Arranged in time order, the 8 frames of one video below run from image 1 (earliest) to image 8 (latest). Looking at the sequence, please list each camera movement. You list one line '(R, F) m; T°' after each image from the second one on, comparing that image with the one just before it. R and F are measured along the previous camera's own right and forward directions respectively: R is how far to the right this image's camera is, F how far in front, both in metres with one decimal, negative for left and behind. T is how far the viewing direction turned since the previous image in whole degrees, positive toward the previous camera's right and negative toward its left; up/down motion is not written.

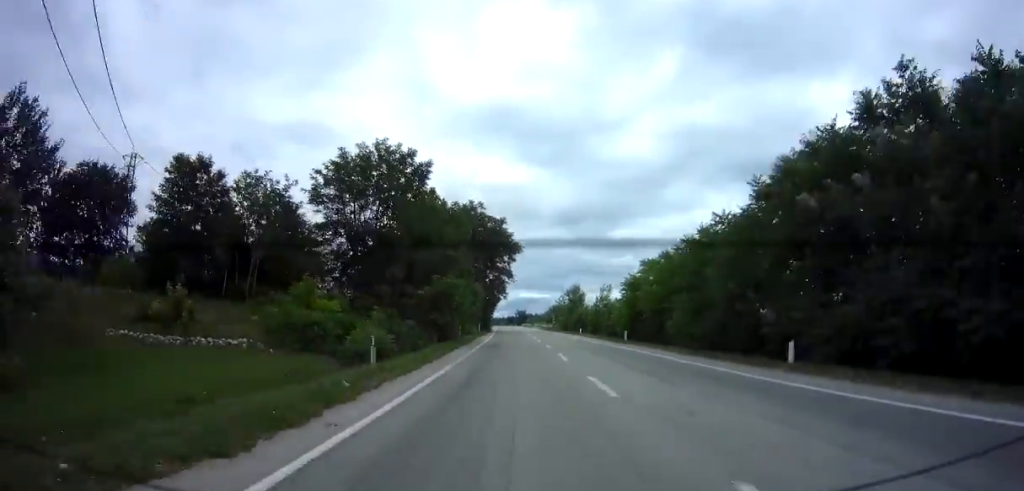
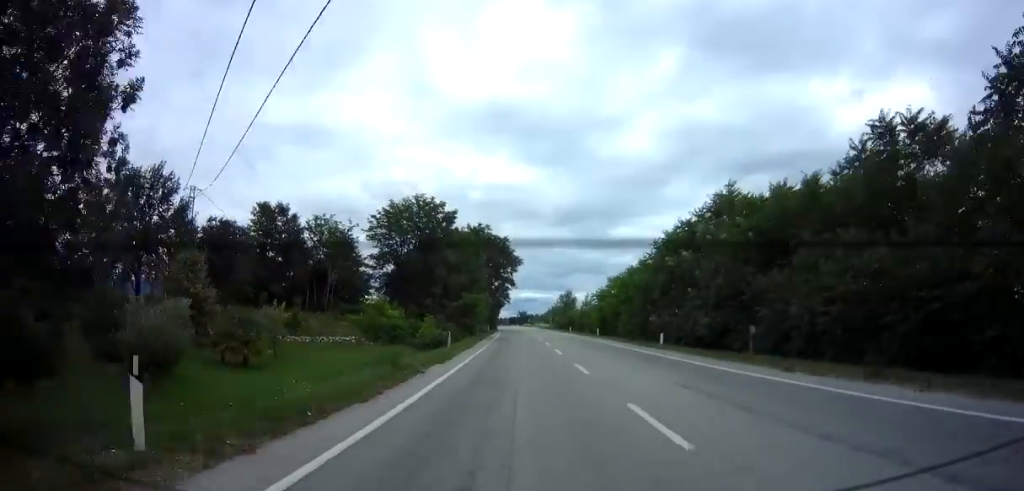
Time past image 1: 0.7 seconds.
(-0.1, +14.8) m; 0°
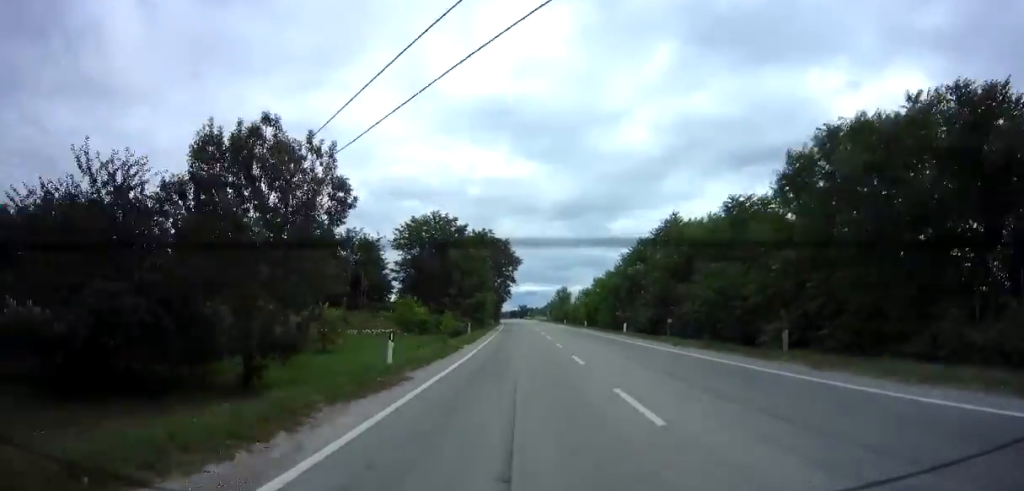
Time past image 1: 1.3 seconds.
(0.0, +11.4) m; 0°
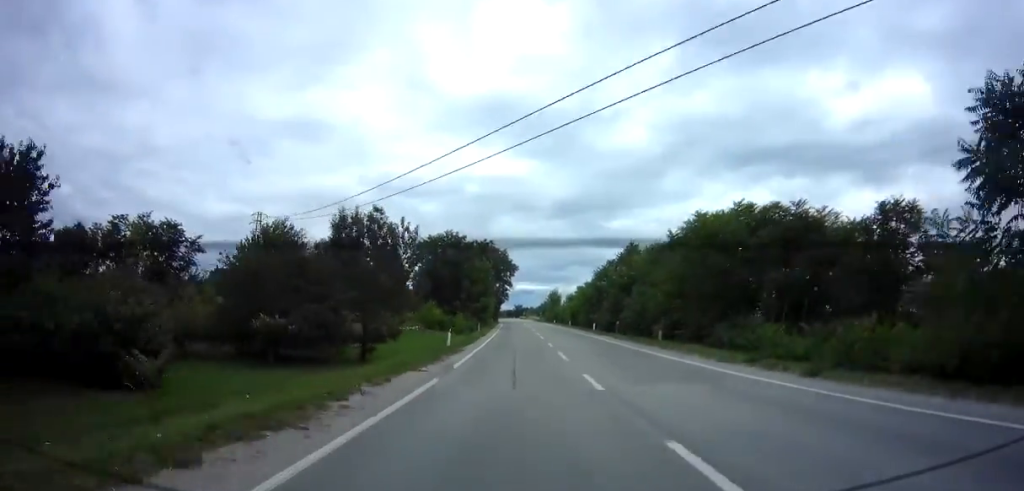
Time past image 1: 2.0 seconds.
(+0.1, +14.0) m; +1°
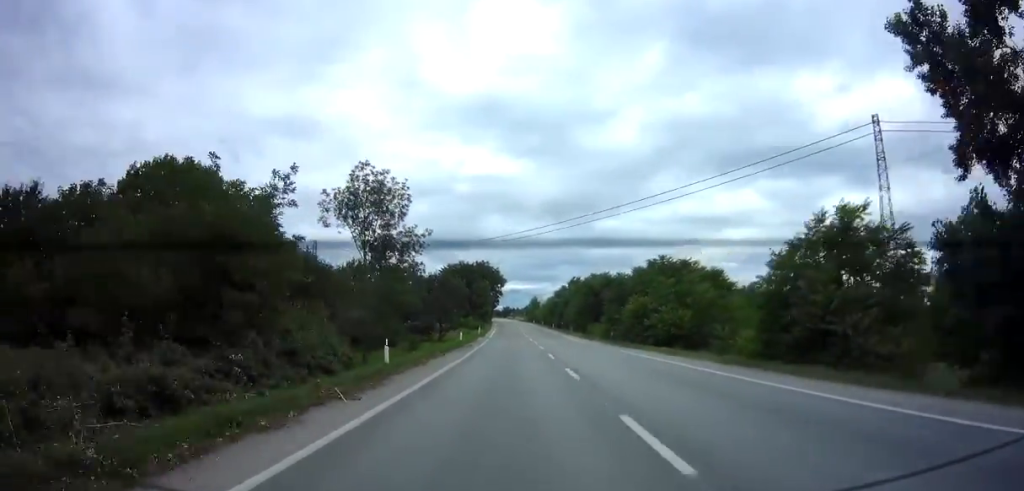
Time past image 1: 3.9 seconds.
(+0.3, +37.6) m; 0°
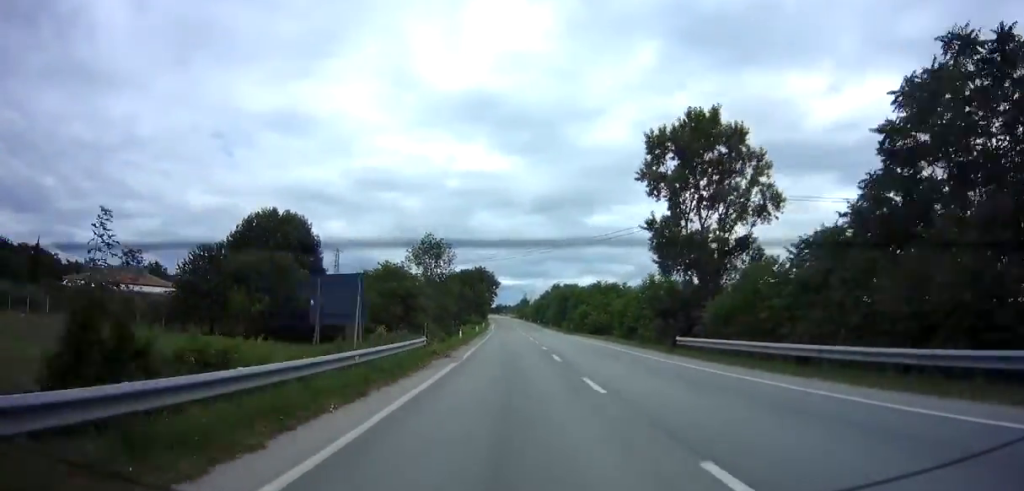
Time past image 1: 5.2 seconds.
(+0.1, +25.1) m; +2°
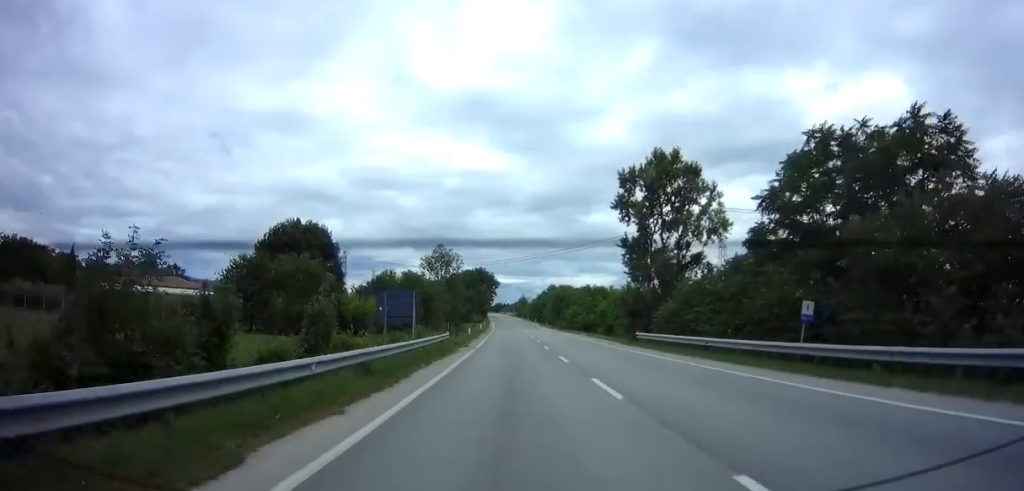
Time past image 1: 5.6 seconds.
(+0.3, +8.4) m; +1°
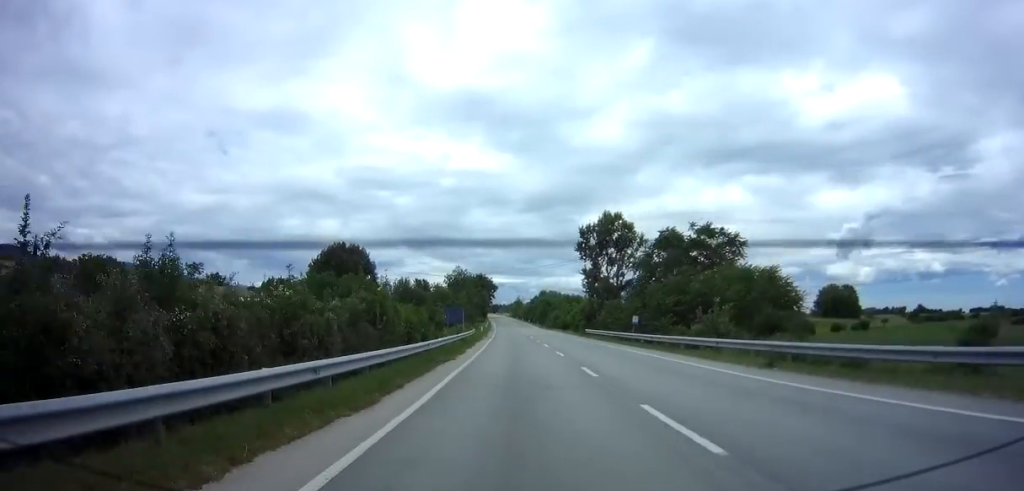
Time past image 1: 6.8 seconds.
(+0.2, +23.1) m; 0°
